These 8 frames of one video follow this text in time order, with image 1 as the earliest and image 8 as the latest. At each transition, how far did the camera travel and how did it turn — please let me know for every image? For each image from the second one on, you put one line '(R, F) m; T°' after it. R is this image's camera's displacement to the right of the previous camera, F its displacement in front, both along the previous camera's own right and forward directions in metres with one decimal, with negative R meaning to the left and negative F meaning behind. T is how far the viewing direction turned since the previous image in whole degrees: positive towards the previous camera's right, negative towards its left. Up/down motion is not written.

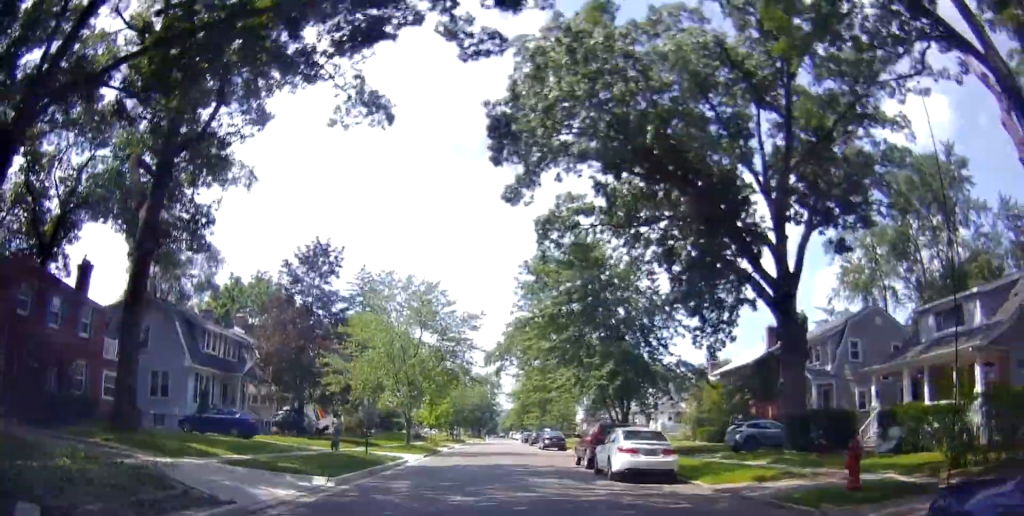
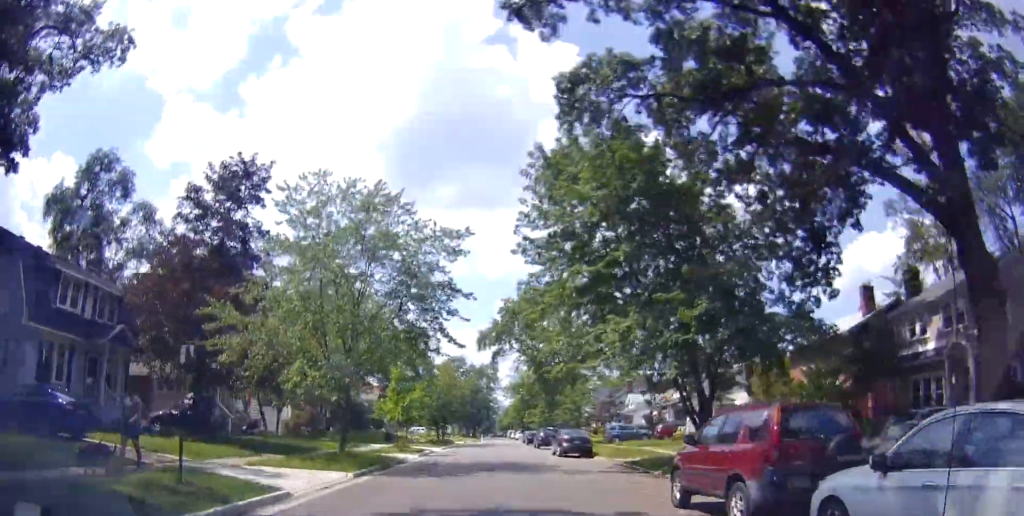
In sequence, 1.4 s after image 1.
(-0.6, +13.0) m; -1°
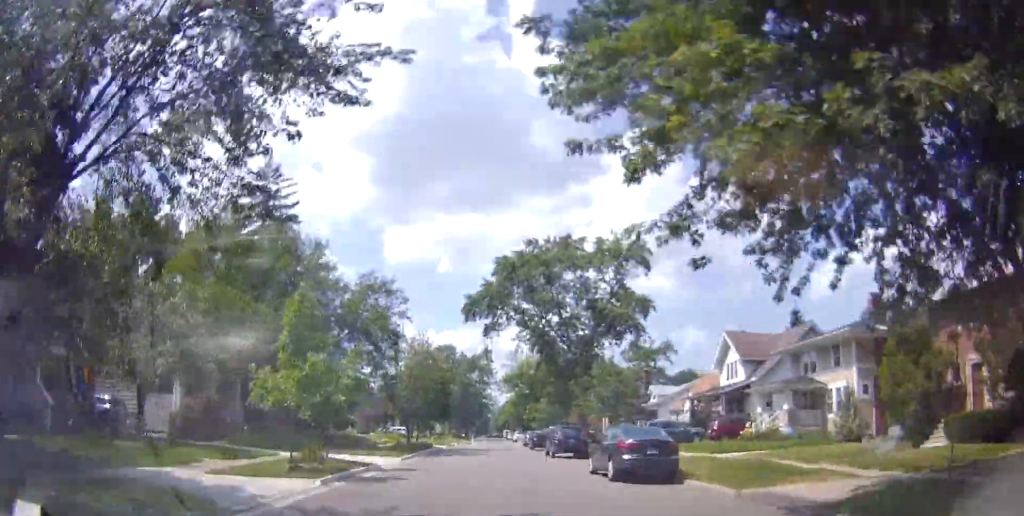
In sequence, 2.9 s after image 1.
(+0.2, +14.7) m; -1°
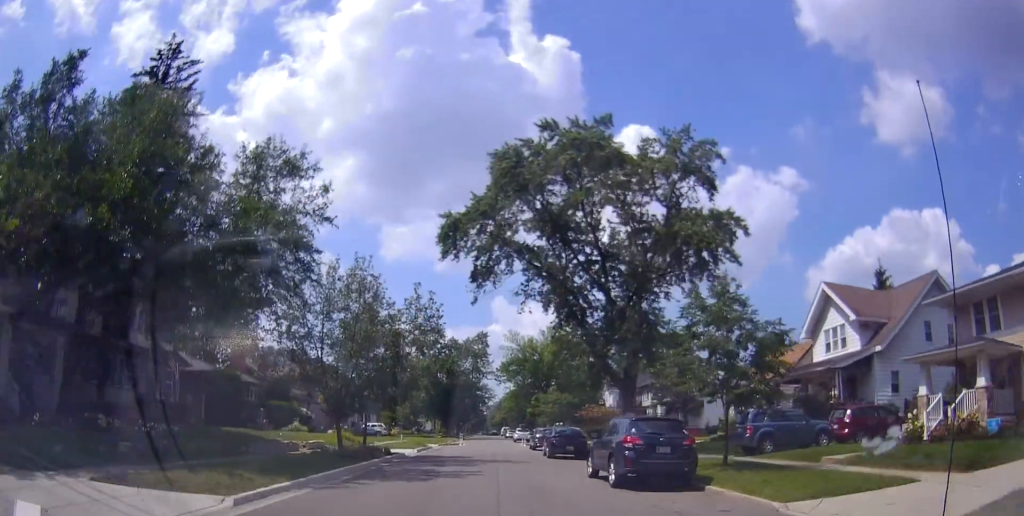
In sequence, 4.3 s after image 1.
(-0.4, +15.7) m; -1°
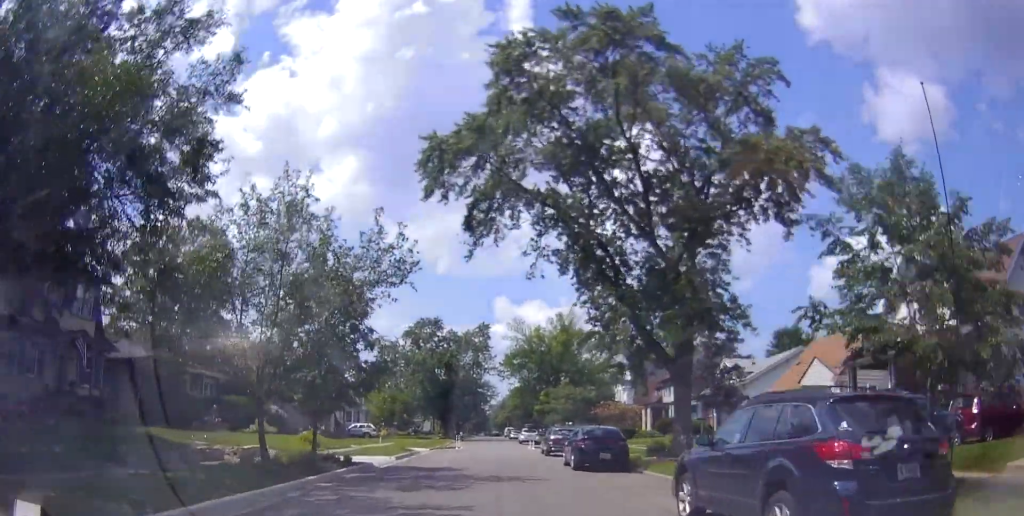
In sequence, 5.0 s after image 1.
(0.0, +7.9) m; +2°
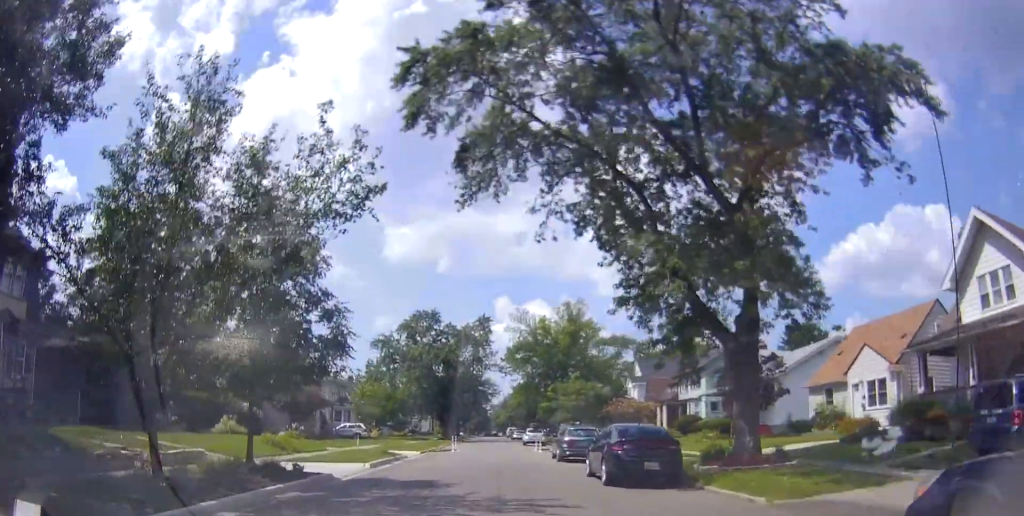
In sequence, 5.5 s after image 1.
(0.0, +5.3) m; +1°
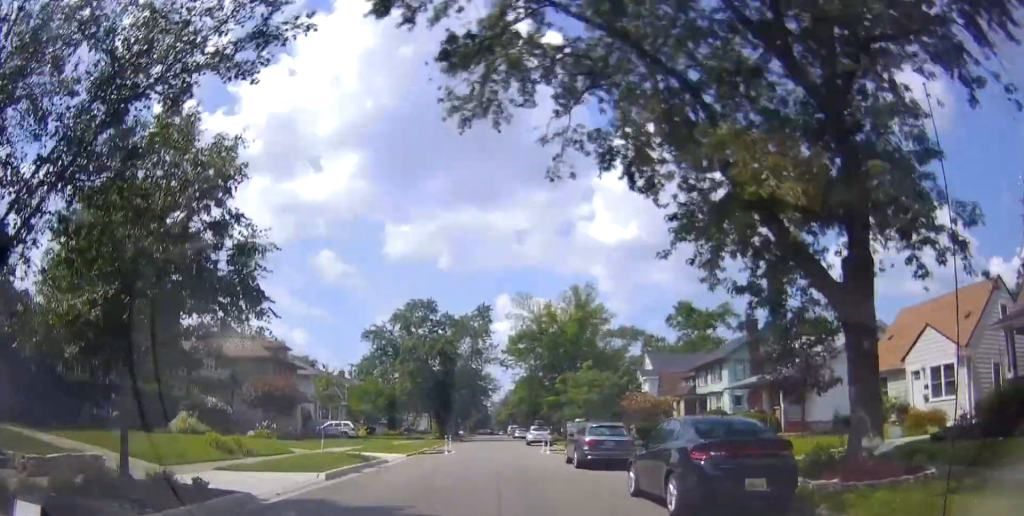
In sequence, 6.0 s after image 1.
(+0.2, +5.4) m; +1°
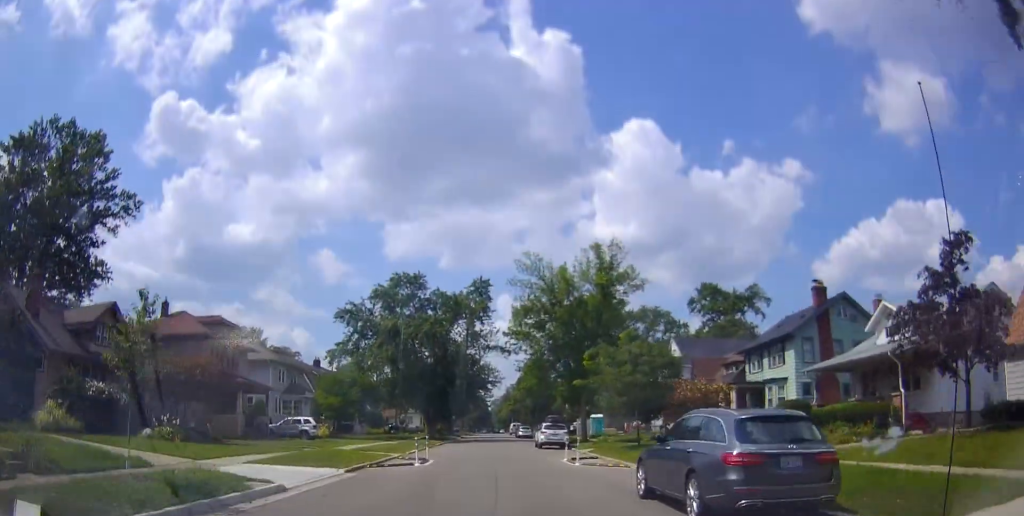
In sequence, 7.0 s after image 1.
(+0.2, +11.6) m; +1°
